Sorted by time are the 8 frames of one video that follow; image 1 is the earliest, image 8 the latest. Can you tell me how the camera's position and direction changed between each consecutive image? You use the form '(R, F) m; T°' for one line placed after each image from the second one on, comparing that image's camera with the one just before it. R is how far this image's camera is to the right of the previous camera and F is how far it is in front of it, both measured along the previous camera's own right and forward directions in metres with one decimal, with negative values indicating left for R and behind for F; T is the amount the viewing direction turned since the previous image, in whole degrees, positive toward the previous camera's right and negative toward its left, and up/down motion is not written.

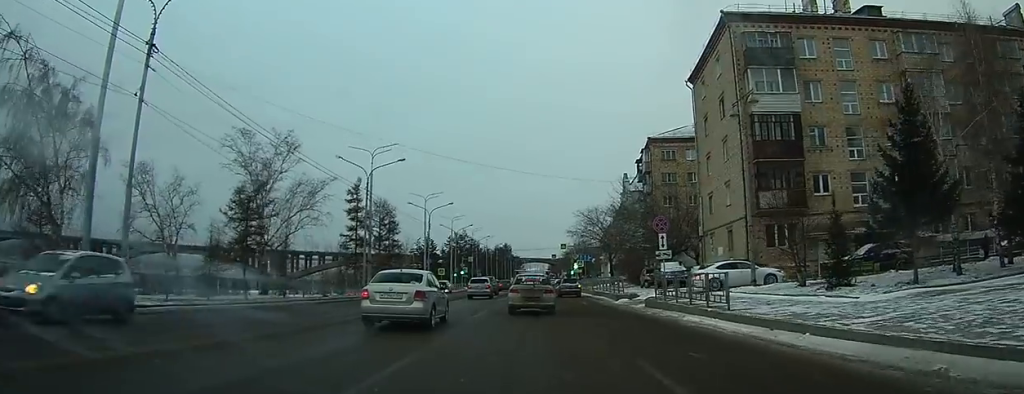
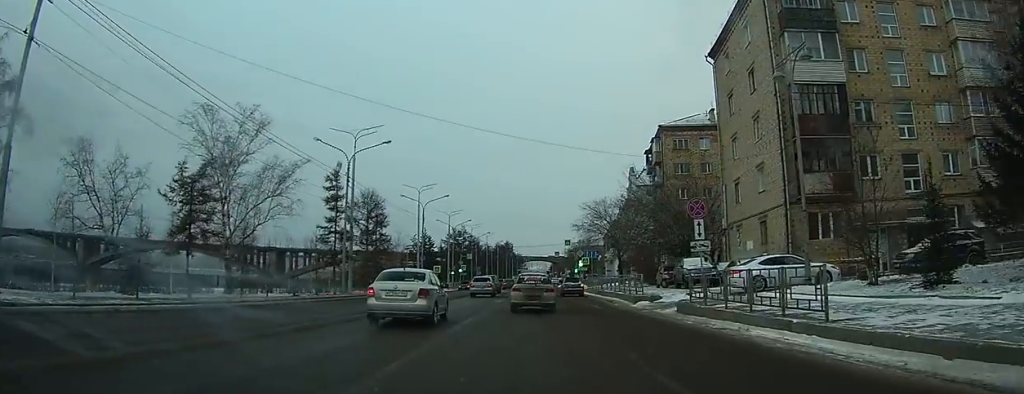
(0.0, +5.8) m; 0°
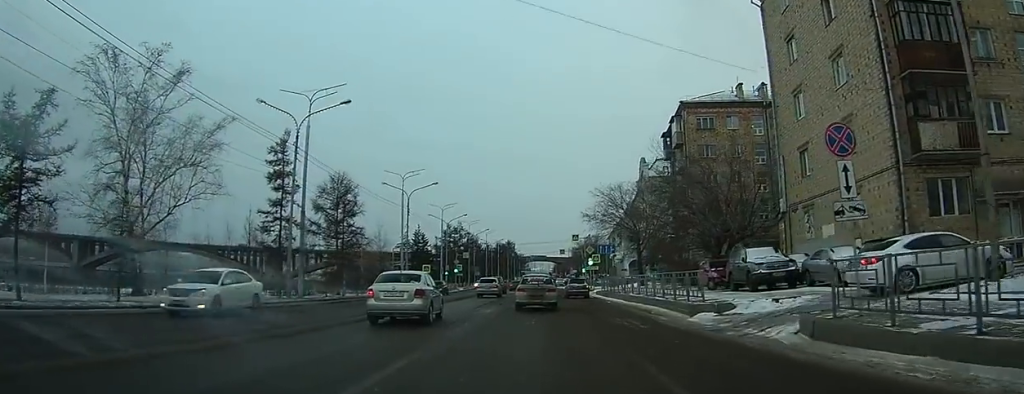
(0.0, +10.3) m; +1°
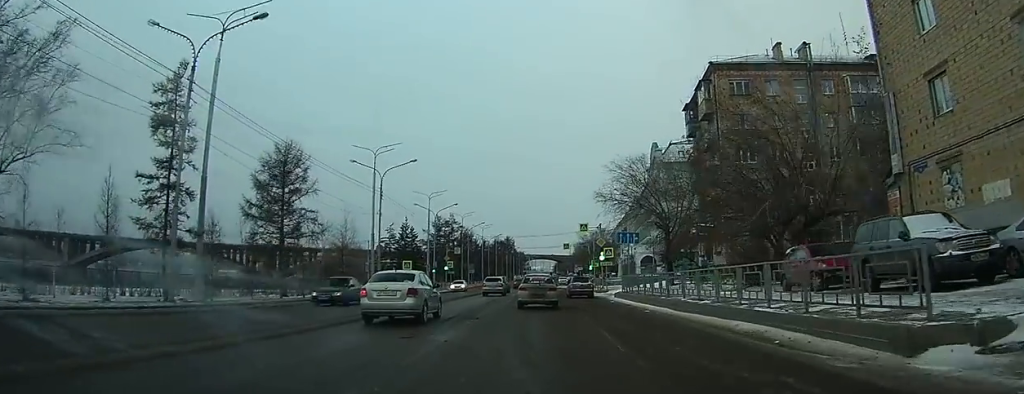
(+0.2, +11.7) m; +1°
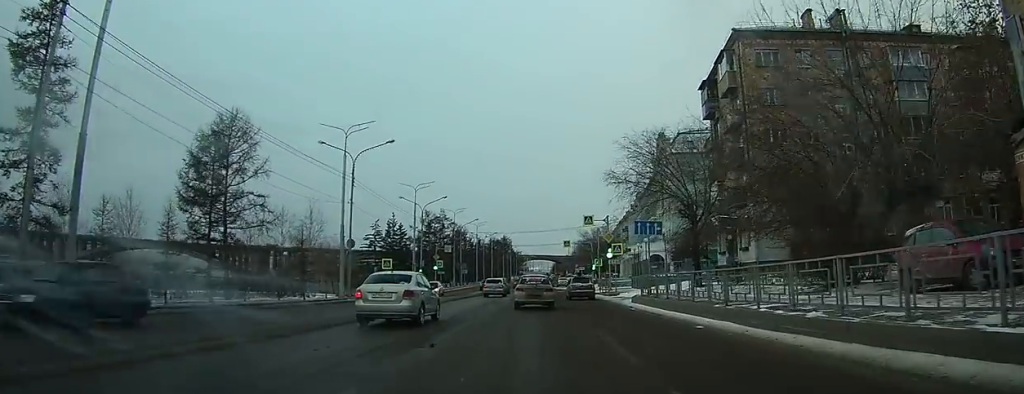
(0.0, +8.2) m; 0°
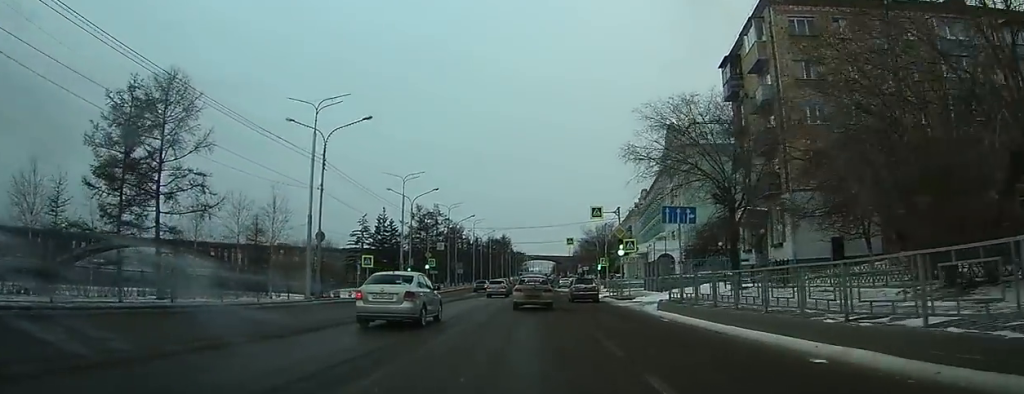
(0.0, +7.4) m; 0°
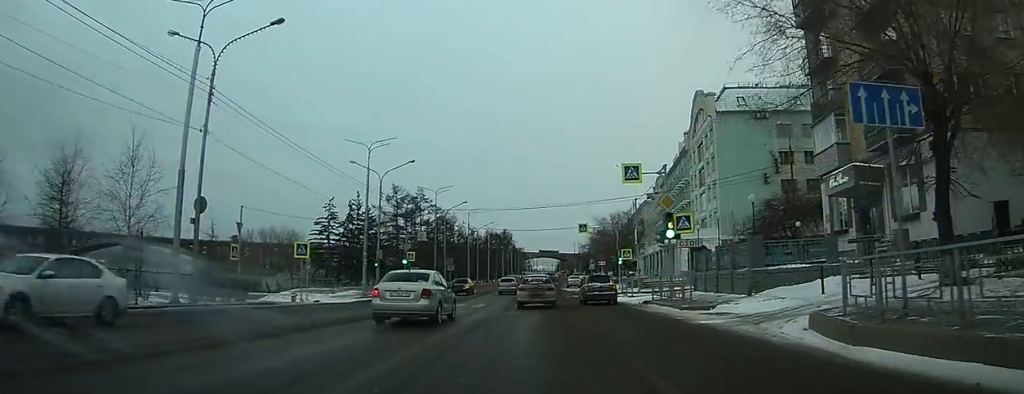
(+0.3, +19.2) m; +2°
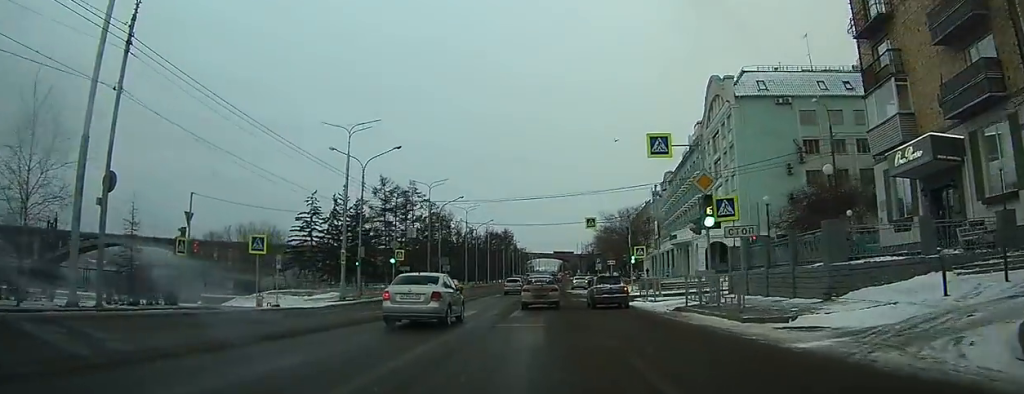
(0.0, +7.9) m; 0°
